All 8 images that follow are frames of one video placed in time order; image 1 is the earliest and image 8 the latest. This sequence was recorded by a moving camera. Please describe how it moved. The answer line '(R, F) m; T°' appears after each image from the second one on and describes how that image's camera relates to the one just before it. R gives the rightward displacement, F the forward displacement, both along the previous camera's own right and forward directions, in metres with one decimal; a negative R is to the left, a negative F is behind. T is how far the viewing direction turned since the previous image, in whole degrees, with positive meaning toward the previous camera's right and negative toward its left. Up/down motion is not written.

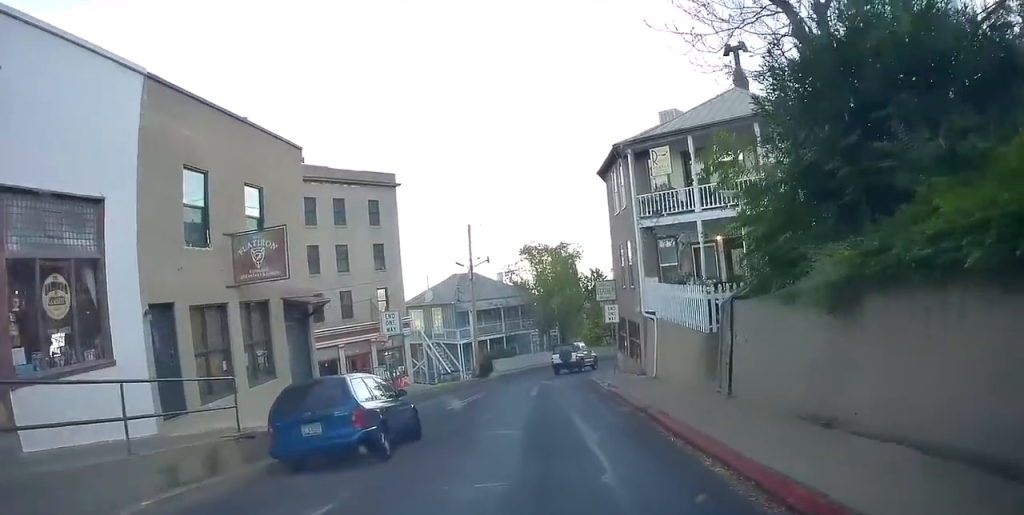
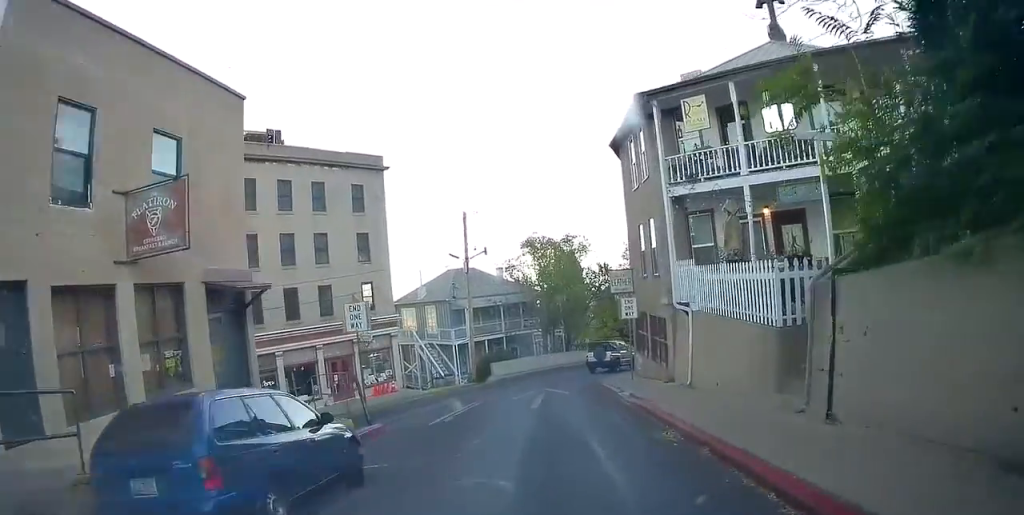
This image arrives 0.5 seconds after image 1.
(+0.1, +3.9) m; -1°
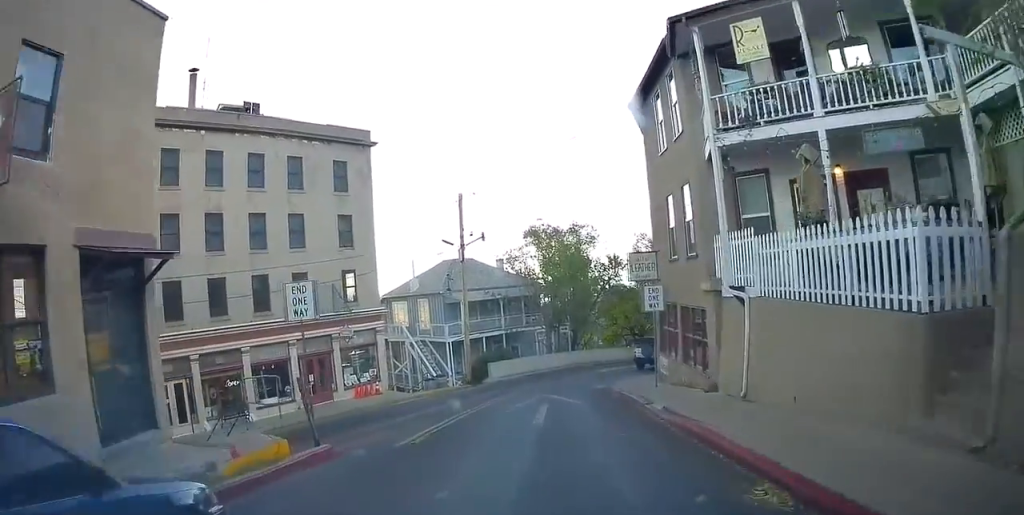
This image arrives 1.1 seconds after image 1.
(+0.2, +3.9) m; -2°
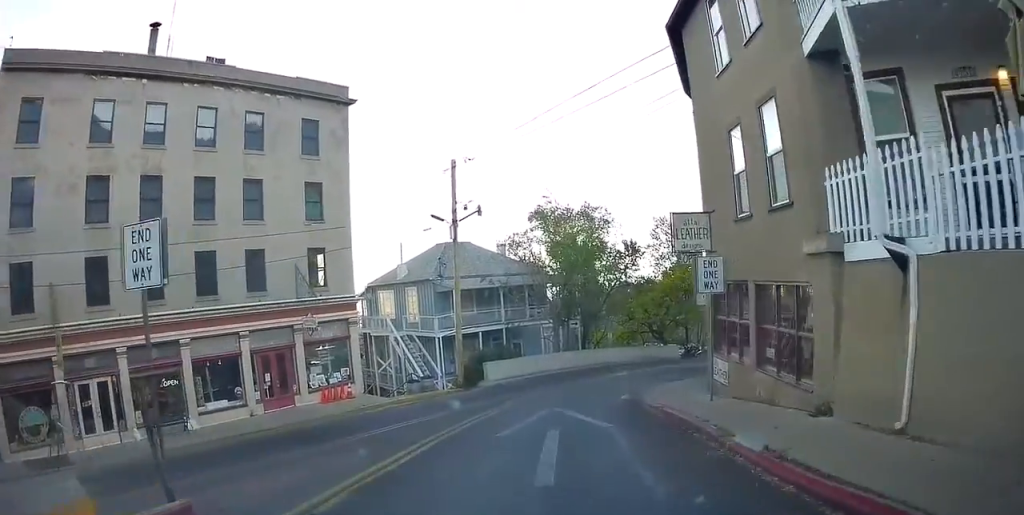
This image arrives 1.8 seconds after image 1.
(-0.5, +5.2) m; -3°
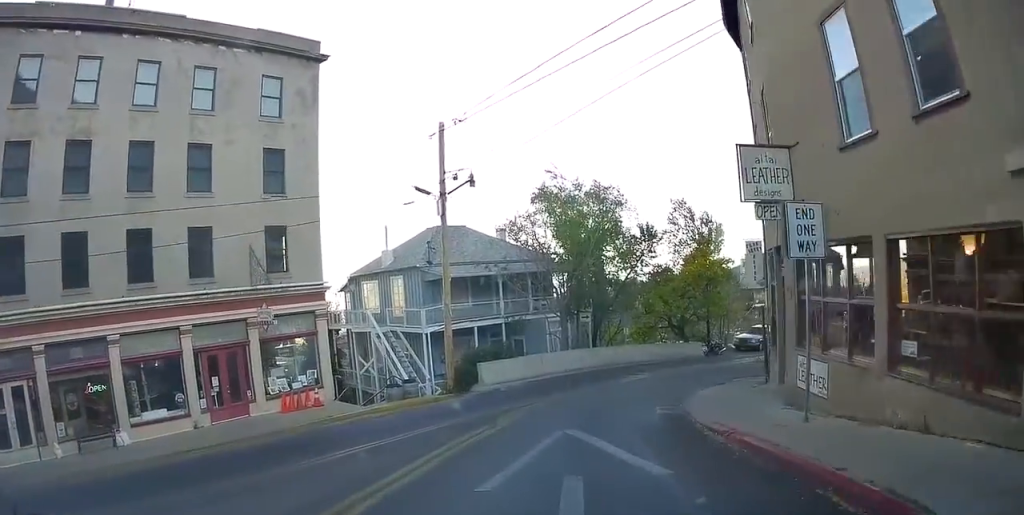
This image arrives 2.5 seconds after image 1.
(-0.1, +4.5) m; +1°
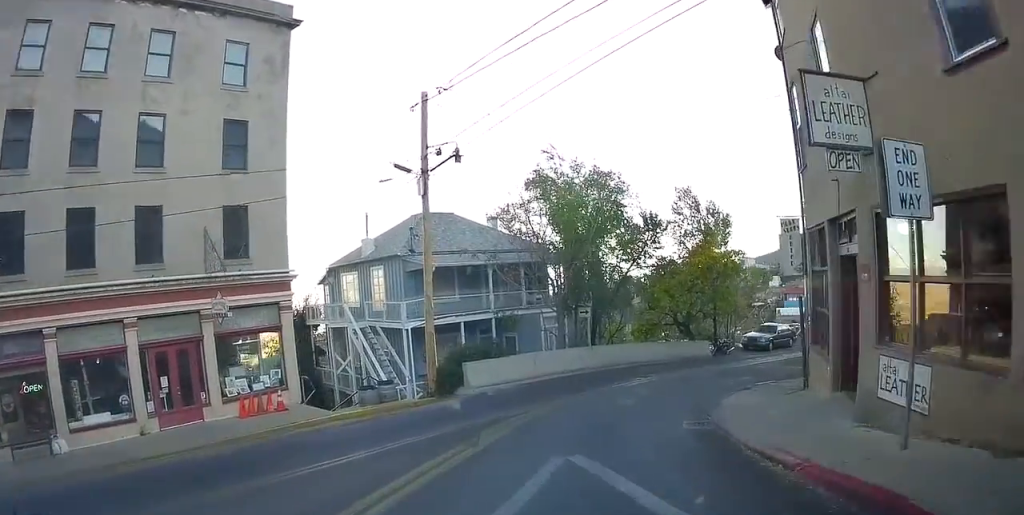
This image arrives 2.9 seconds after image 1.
(0.0, +2.8) m; +2°
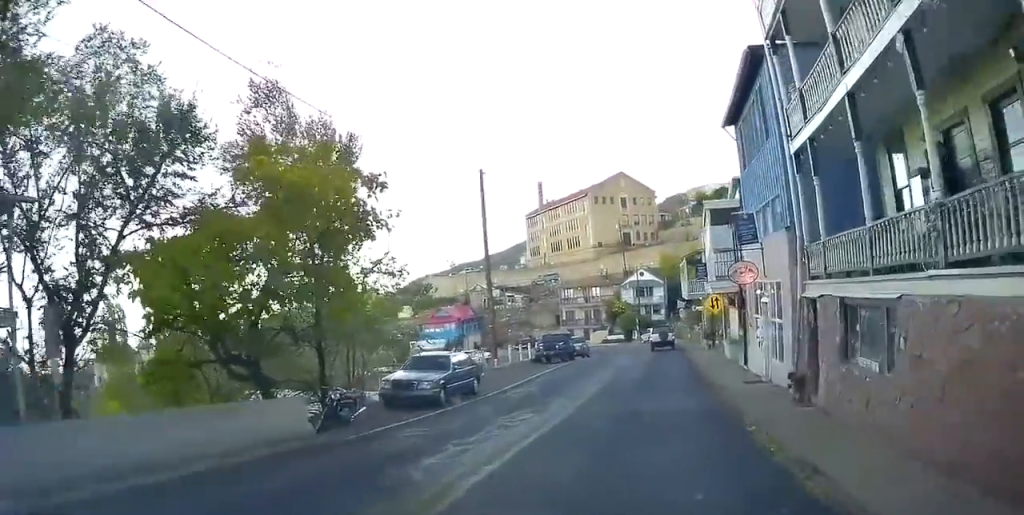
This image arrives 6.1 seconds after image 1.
(+4.4, +17.1) m; +36°
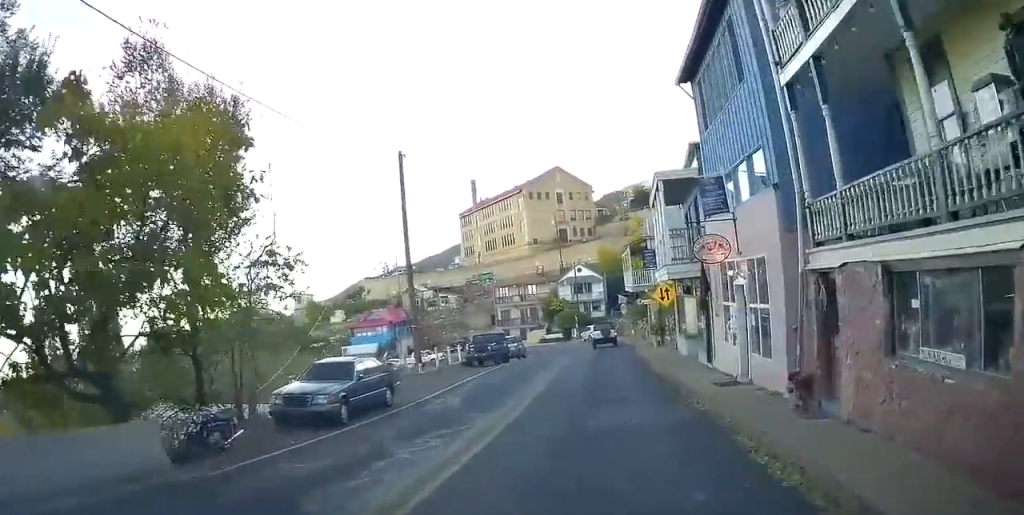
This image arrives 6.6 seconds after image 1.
(+0.7, +3.2) m; +5°
